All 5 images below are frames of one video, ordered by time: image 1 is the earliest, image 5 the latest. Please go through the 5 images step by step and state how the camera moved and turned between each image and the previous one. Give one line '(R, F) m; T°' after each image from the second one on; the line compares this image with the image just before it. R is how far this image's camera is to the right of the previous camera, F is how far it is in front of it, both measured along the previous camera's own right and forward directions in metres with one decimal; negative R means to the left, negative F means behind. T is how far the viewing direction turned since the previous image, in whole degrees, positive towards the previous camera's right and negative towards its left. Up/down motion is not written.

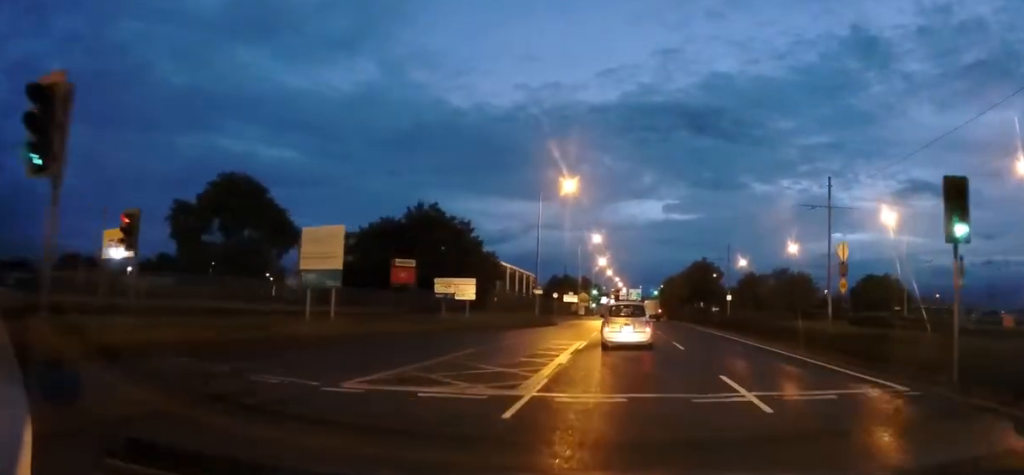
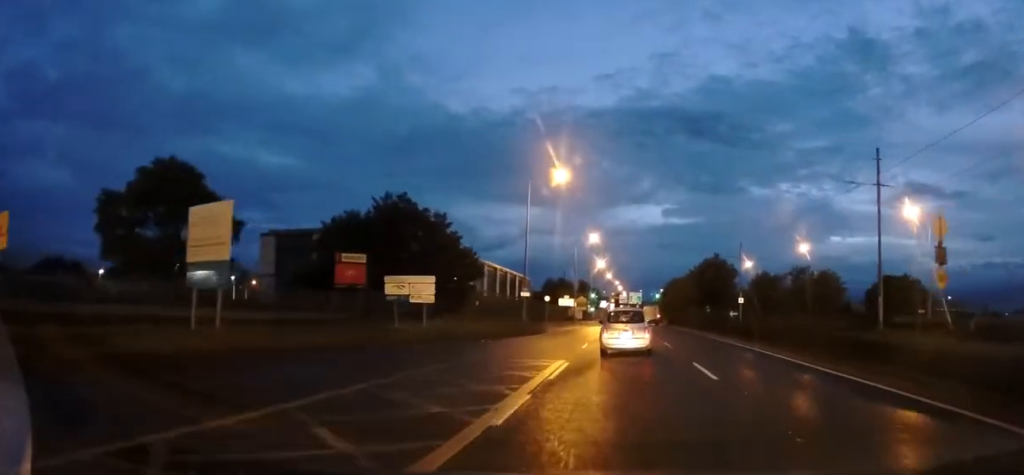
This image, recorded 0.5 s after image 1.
(+0.3, +7.2) m; +1°
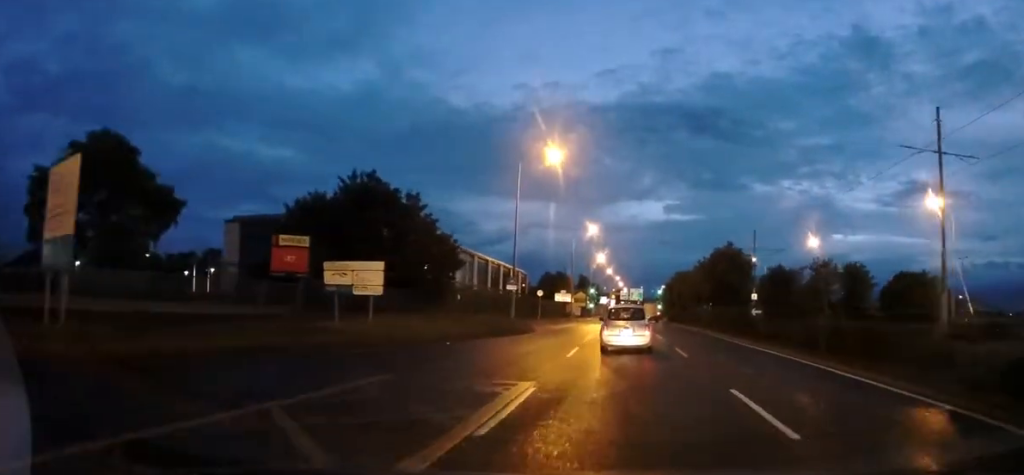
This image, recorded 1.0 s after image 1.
(+0.1, +5.9) m; 0°
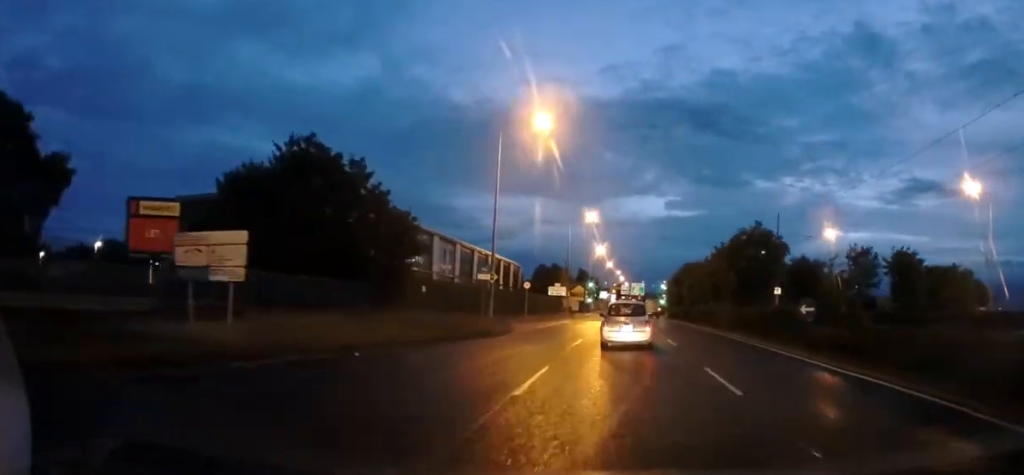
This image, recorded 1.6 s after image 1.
(0.0, +8.1) m; -2°
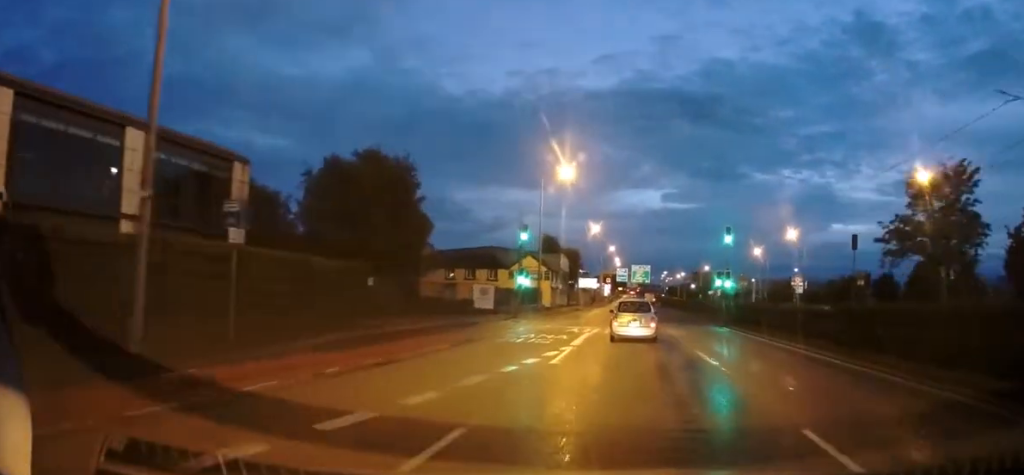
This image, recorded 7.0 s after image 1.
(+0.1, +76.6) m; +1°
